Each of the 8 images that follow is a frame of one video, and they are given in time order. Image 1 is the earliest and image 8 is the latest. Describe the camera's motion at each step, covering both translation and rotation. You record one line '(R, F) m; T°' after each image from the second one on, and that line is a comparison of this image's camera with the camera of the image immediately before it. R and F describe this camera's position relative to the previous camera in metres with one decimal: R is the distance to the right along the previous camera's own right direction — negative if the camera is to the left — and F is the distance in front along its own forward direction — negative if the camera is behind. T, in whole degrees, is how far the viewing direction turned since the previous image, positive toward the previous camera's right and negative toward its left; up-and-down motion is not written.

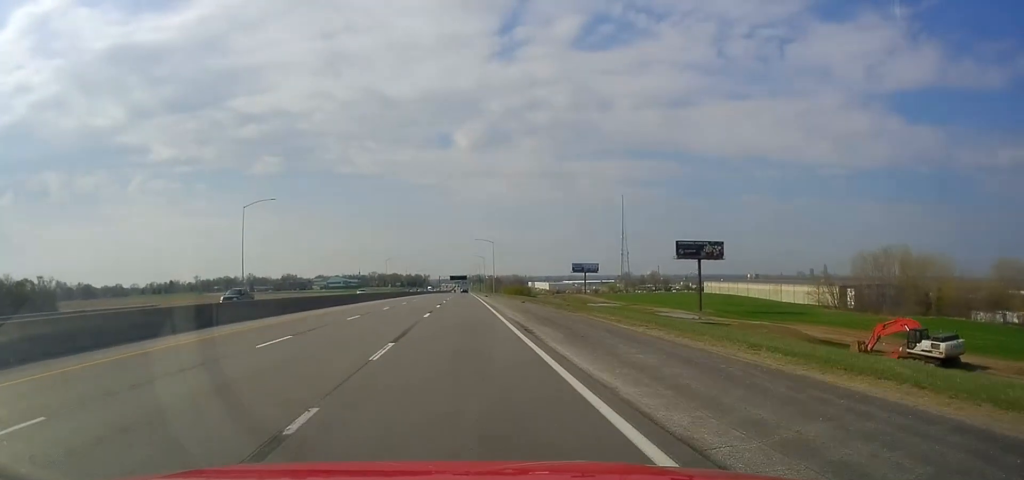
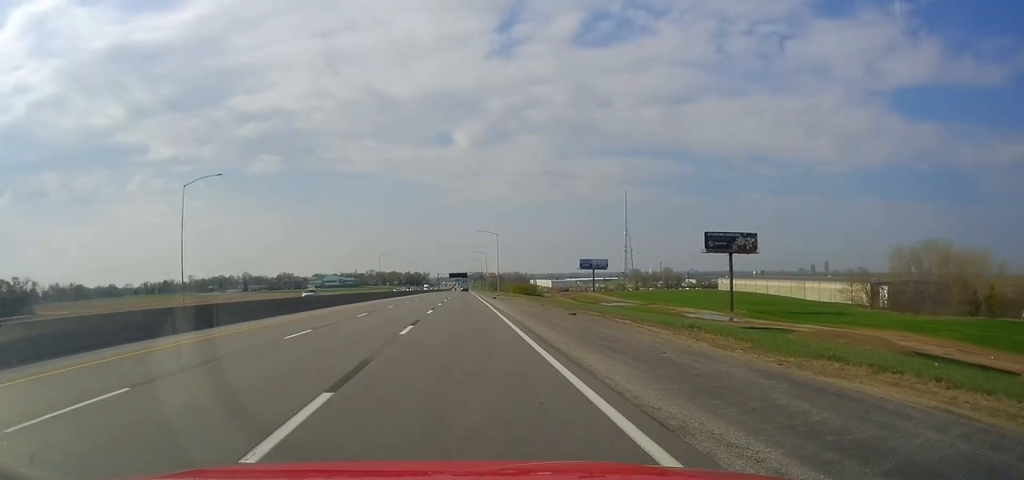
(0.0, +21.3) m; 0°
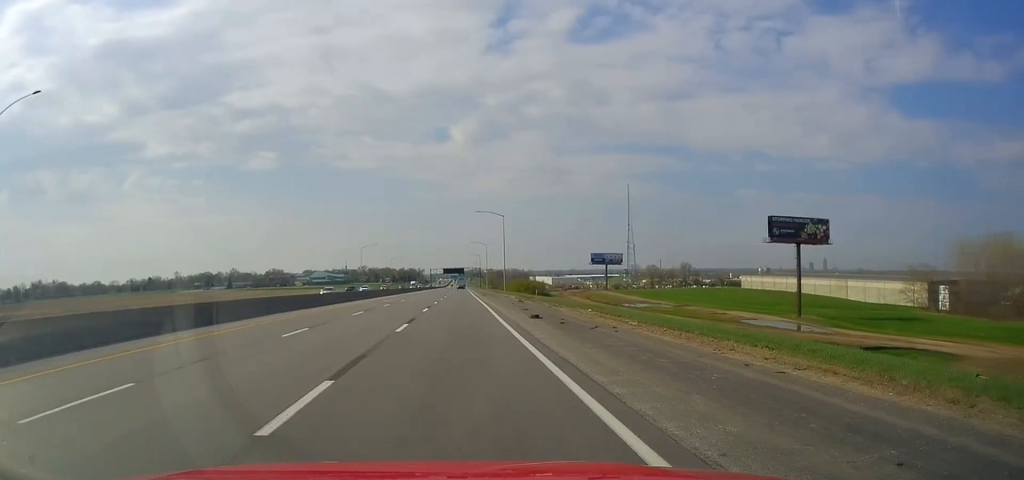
(+0.1, +36.0) m; +2°
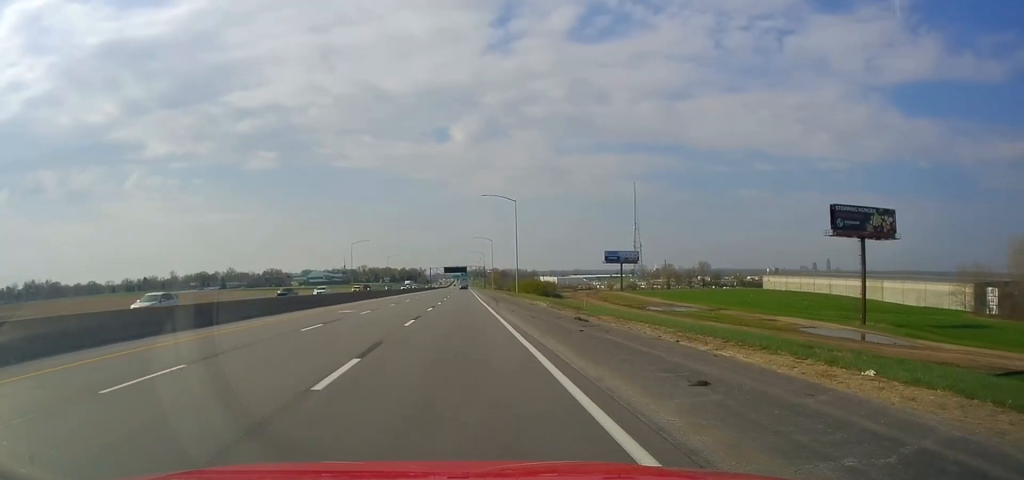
(+0.7, +22.7) m; 0°
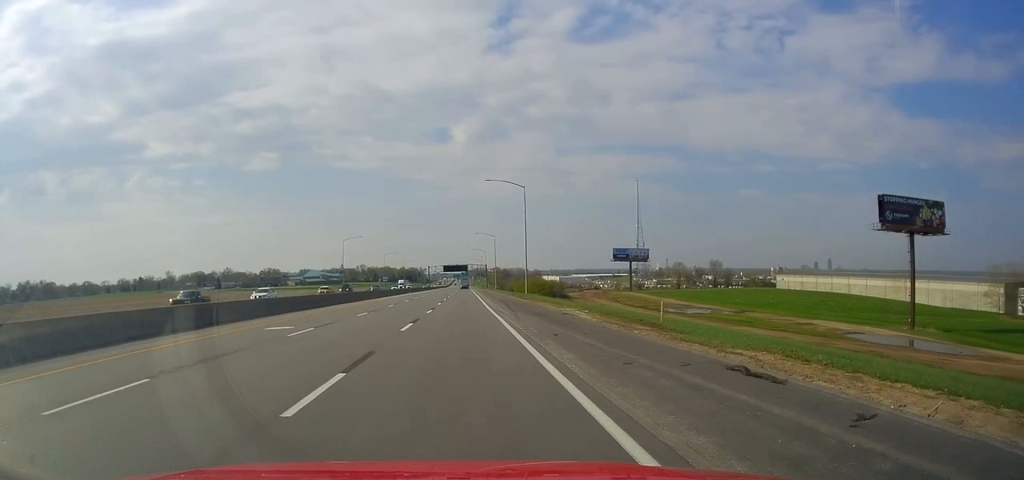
(-0.3, +13.3) m; -1°
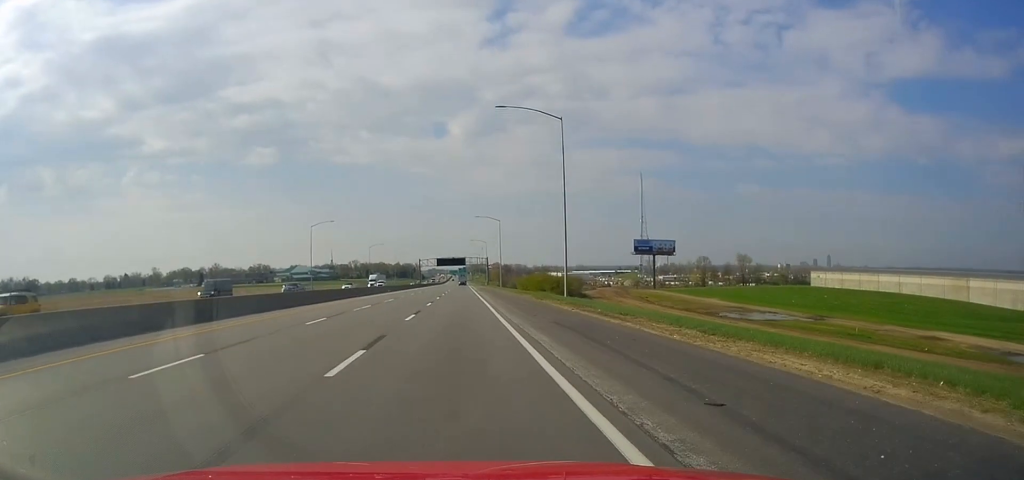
(-0.6, +33.9) m; -1°
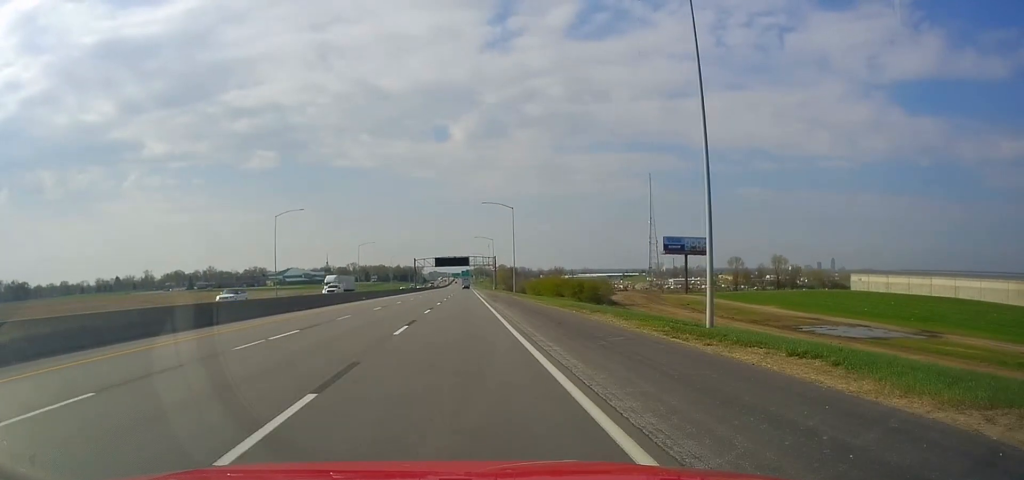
(0.0, +29.1) m; +1°
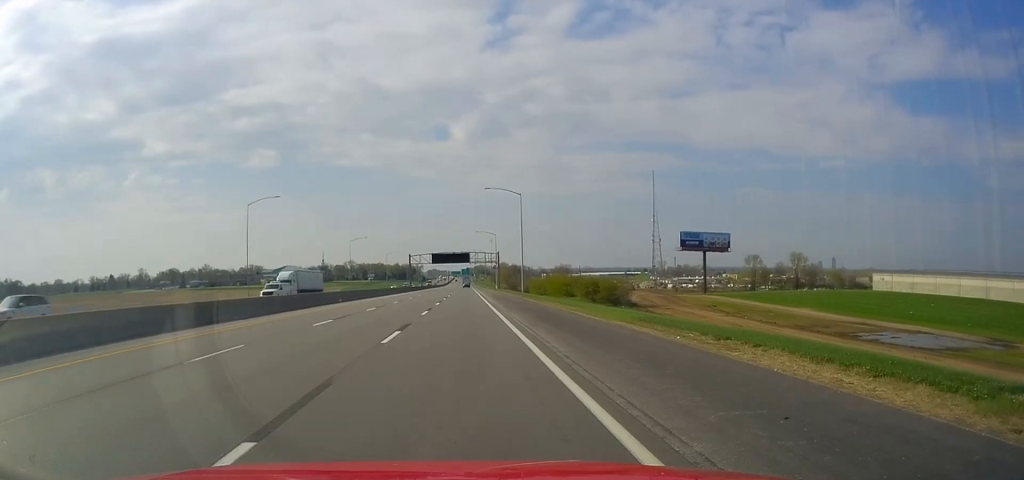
(+0.2, +14.6) m; 0°
